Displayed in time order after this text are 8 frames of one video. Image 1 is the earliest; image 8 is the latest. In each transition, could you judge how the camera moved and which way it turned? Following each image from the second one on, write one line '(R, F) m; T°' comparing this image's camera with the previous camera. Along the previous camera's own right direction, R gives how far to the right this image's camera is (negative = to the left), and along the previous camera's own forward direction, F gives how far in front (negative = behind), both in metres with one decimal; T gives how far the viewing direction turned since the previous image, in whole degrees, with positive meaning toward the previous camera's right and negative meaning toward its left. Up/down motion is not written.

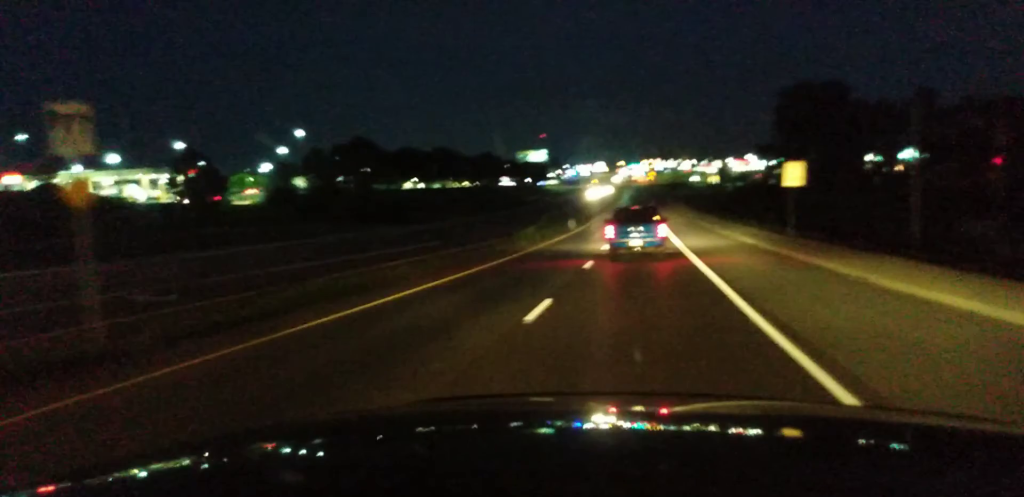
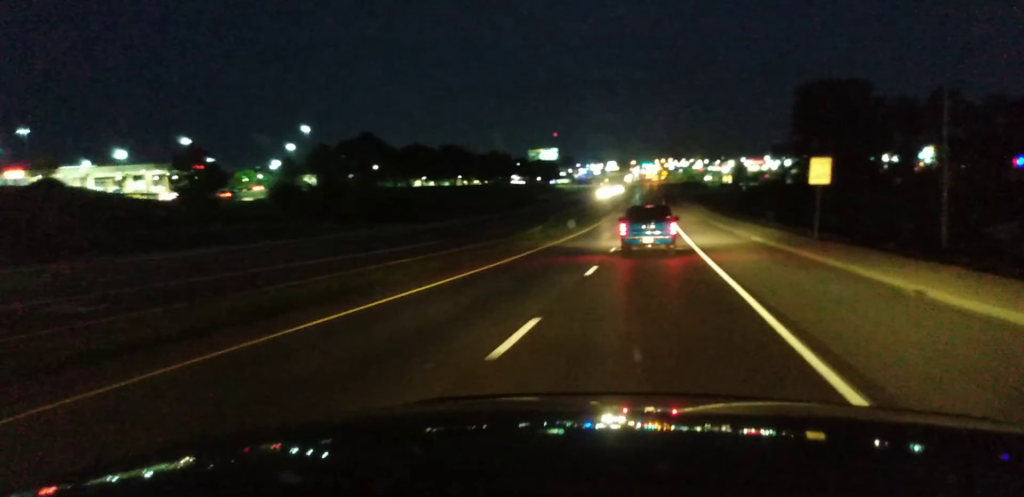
(-0.3, +7.1) m; -3°
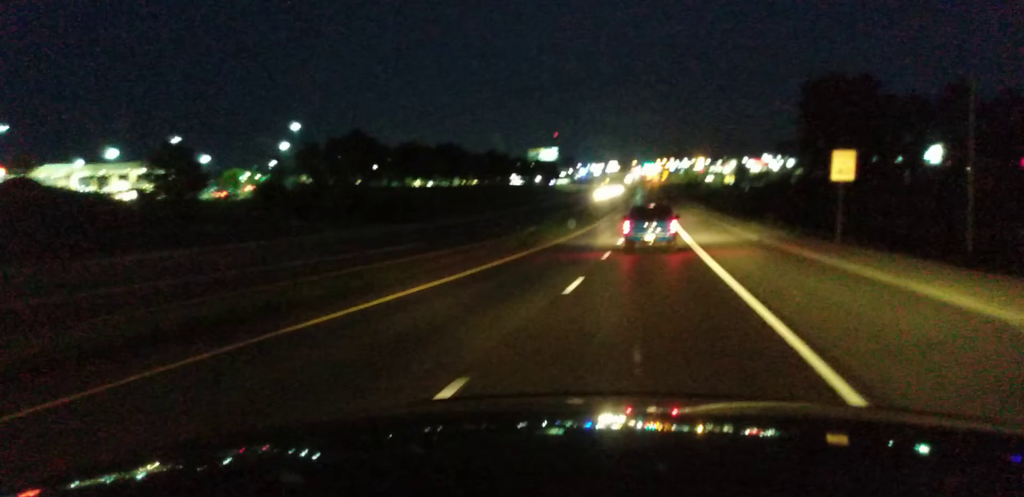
(-0.3, +17.8) m; -1°
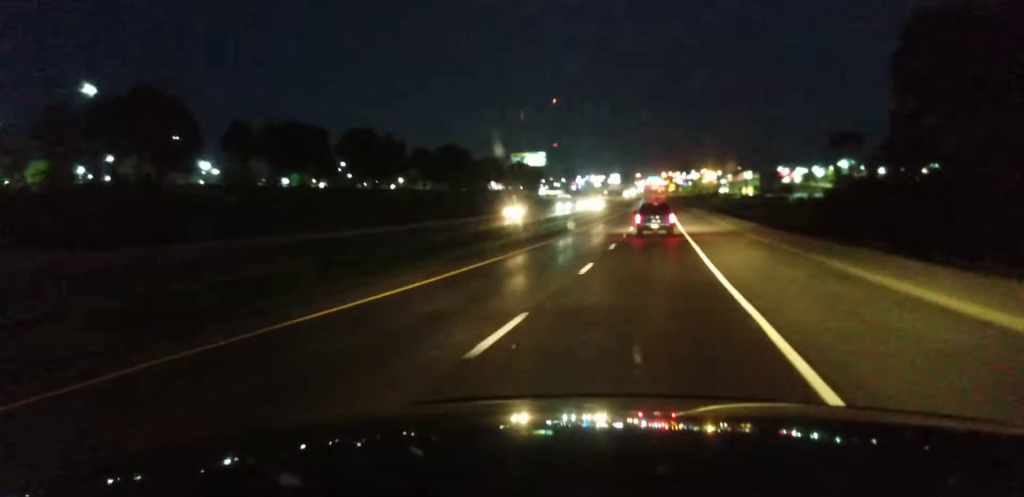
(0.0, +26.5) m; 0°
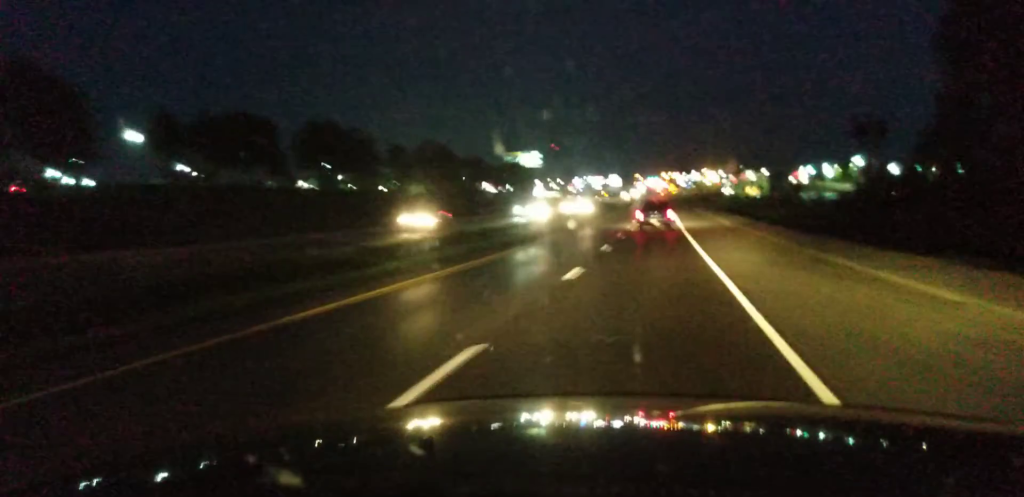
(0.0, +13.2) m; 0°
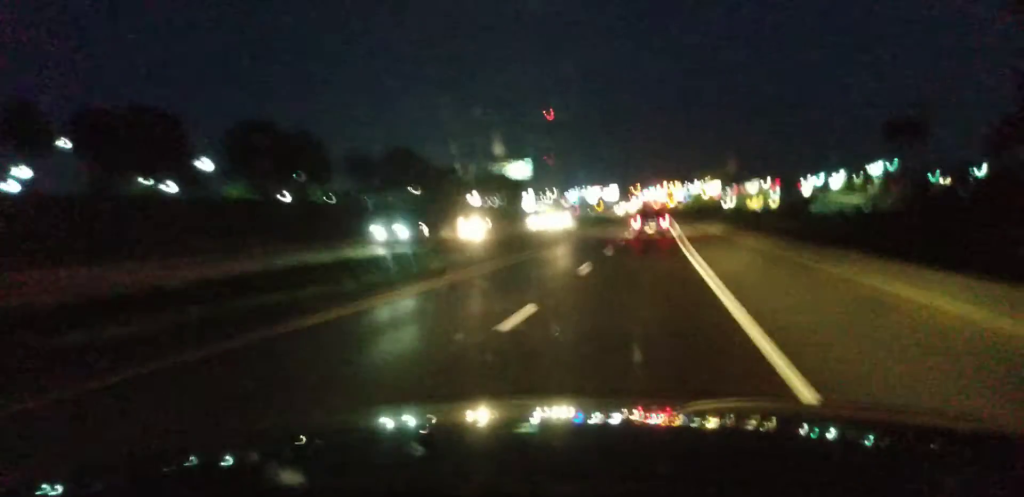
(+0.1, +25.9) m; +1°
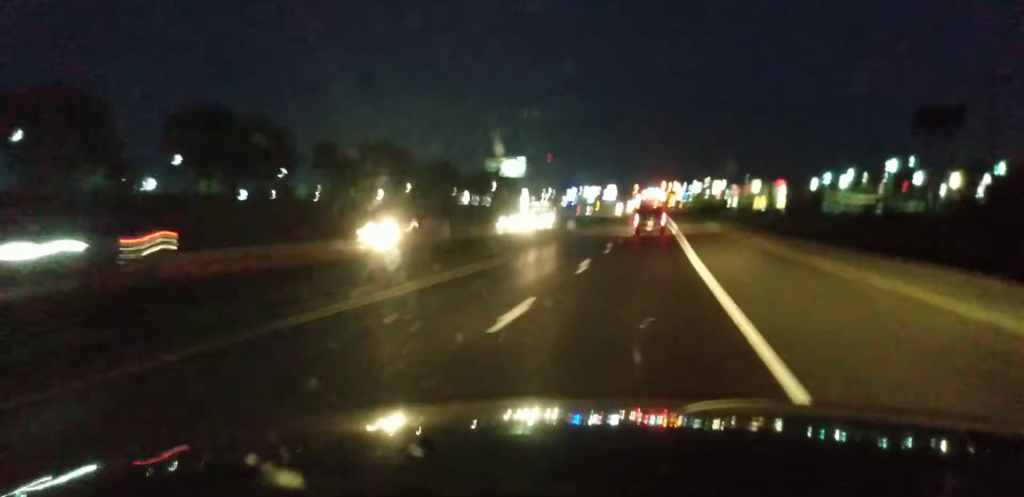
(+0.2, +13.0) m; 0°
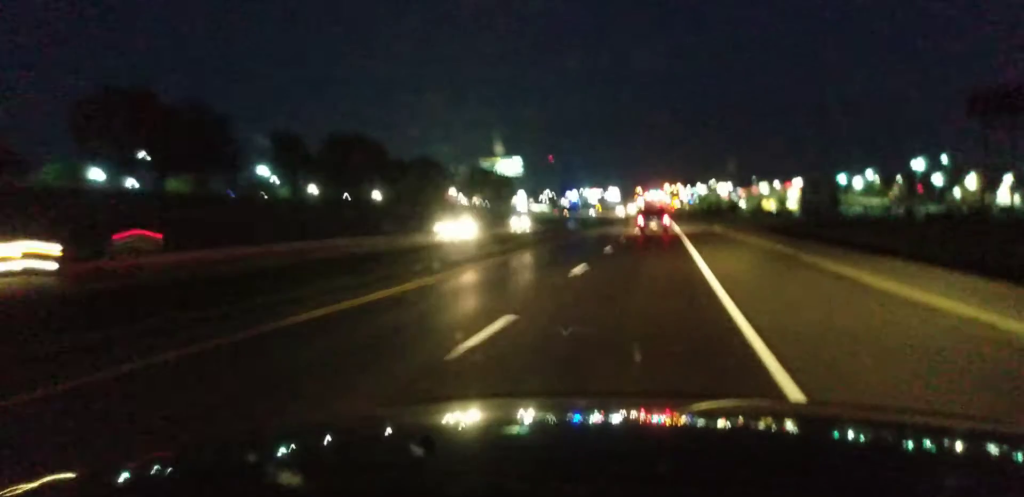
(-0.2, +16.0) m; 0°
